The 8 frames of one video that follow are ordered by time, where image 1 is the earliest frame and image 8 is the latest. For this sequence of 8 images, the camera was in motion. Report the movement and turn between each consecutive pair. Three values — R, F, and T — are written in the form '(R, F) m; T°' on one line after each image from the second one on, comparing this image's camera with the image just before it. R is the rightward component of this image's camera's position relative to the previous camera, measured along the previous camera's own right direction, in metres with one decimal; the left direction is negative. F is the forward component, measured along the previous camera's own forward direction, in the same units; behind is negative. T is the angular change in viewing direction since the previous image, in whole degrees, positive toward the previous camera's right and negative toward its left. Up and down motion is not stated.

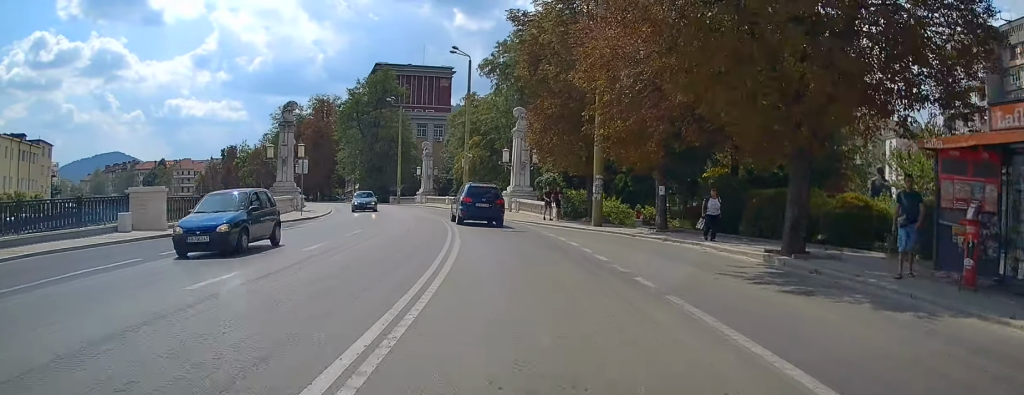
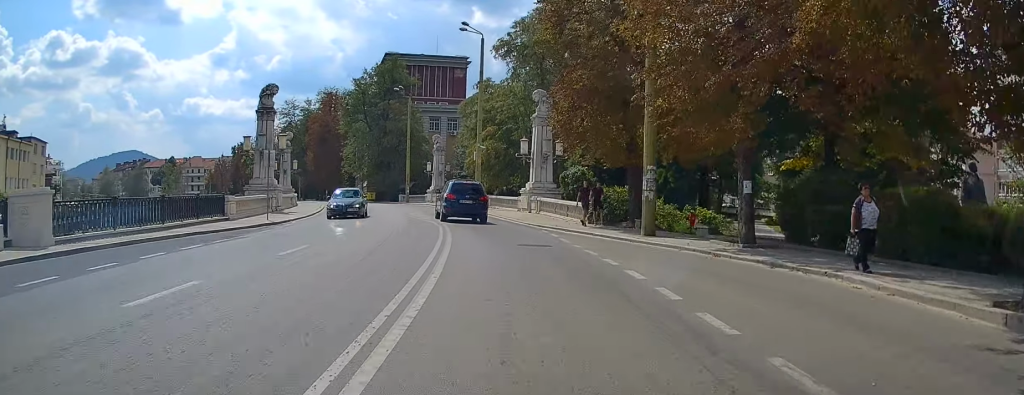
(-0.1, +7.3) m; -1°
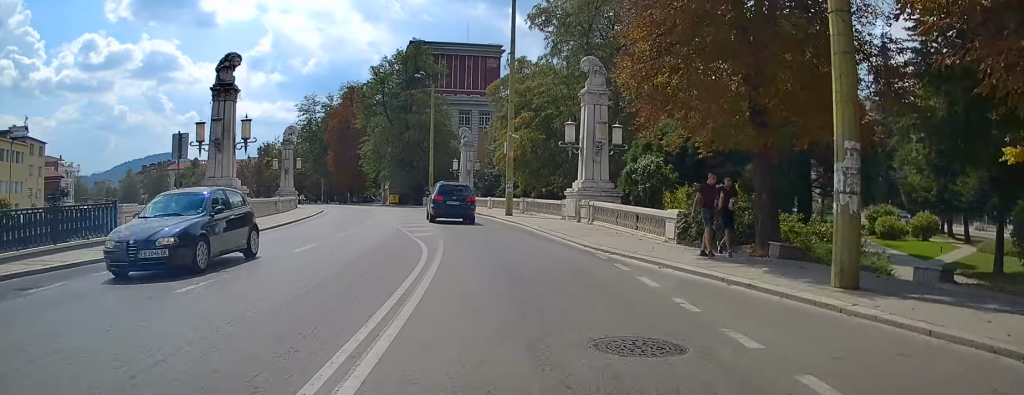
(0.0, +10.6) m; -4°
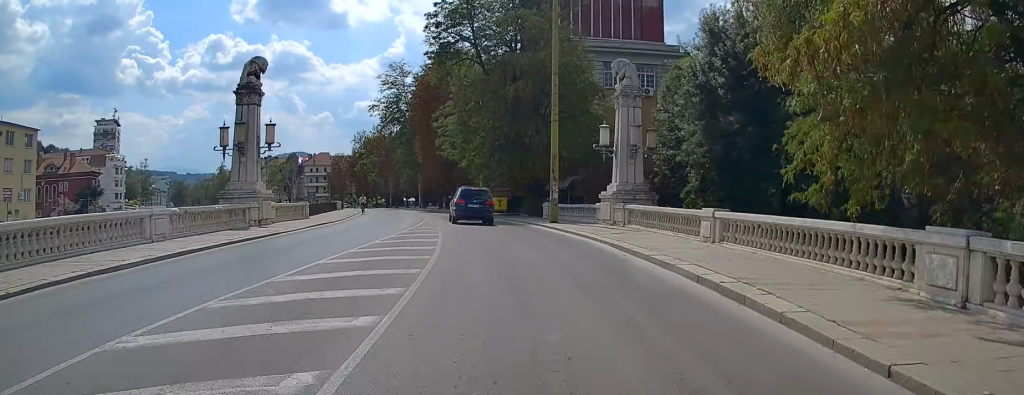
(-3.7, +34.8) m; -11°
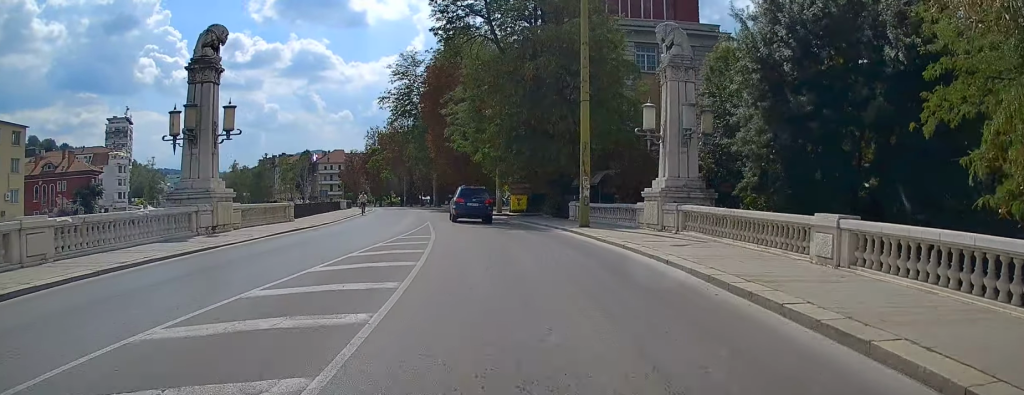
(-0.1, +6.6) m; -2°
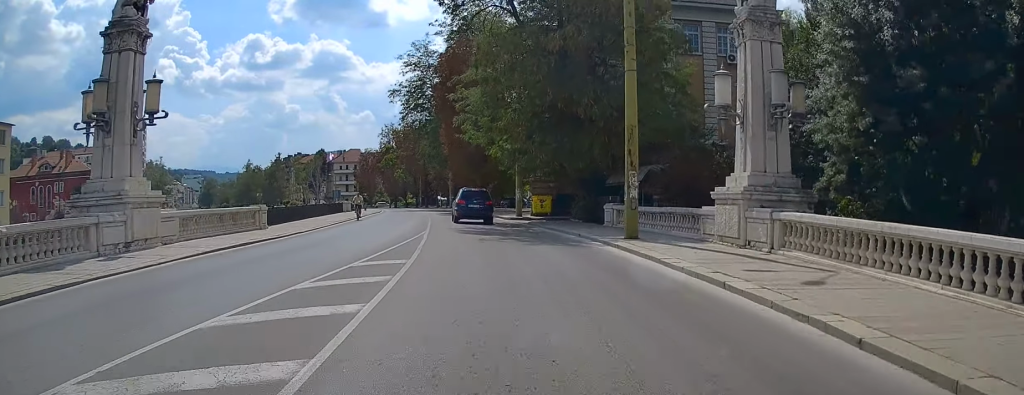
(+0.1, +7.0) m; -2°
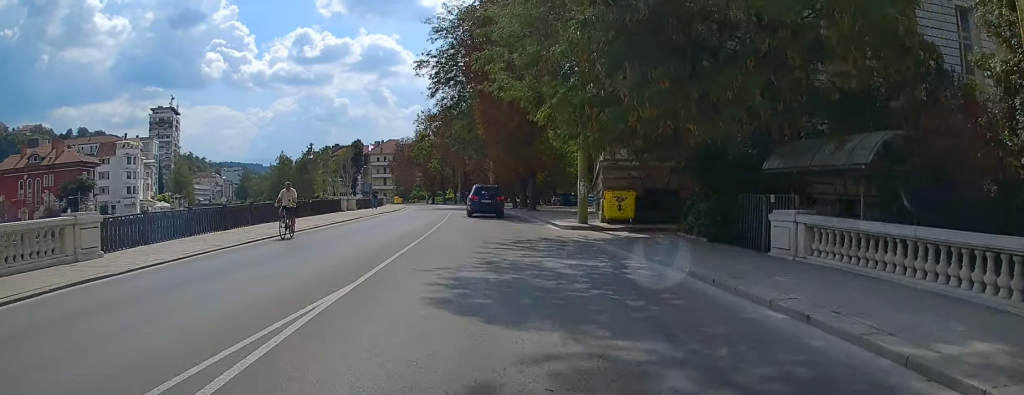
(-0.7, +15.8) m; -4°
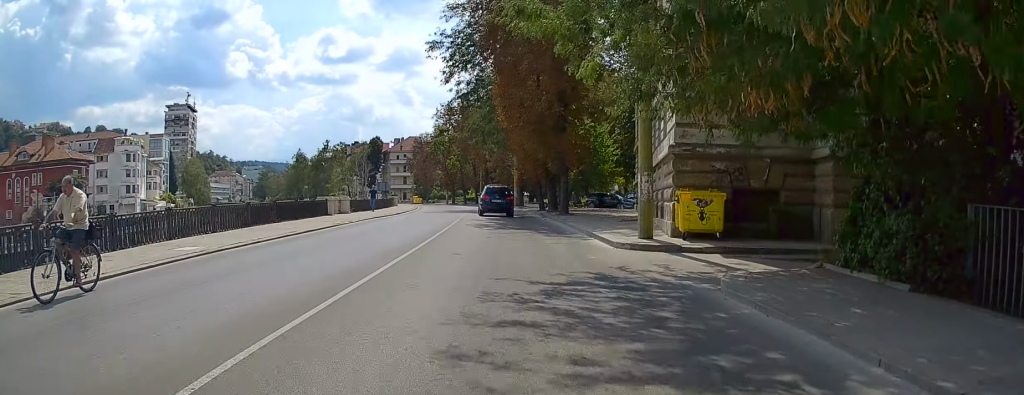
(0.0, +8.8) m; -2°
